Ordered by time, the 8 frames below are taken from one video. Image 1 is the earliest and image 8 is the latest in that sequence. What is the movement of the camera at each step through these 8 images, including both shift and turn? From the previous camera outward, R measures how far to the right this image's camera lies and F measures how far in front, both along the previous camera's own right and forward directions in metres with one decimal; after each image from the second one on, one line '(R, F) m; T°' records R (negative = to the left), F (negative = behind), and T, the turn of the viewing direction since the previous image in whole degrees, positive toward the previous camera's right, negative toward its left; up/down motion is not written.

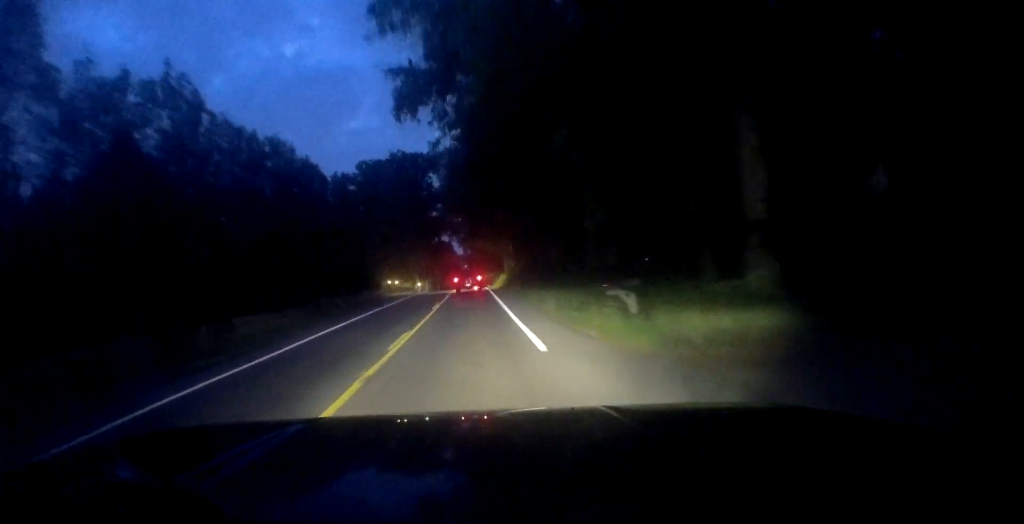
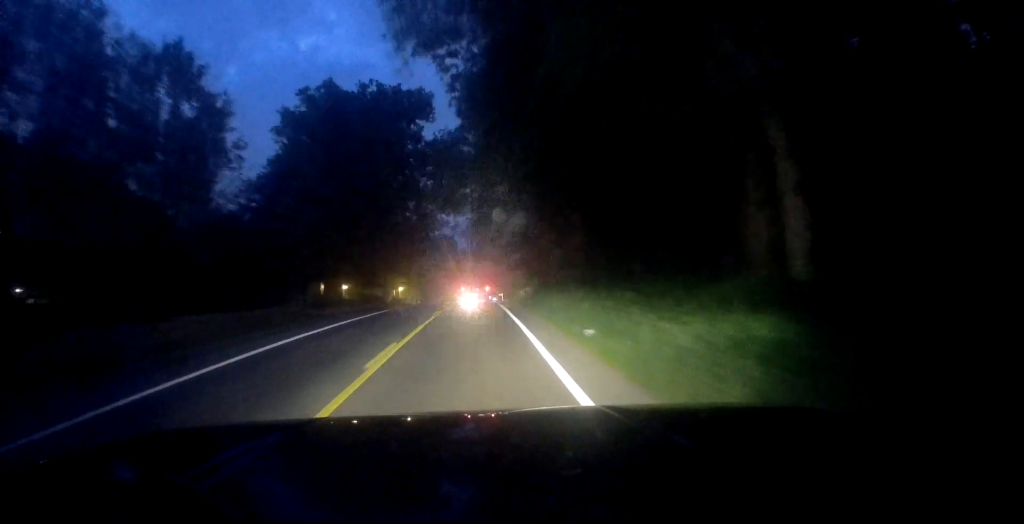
(-2.0, +33.0) m; -2°
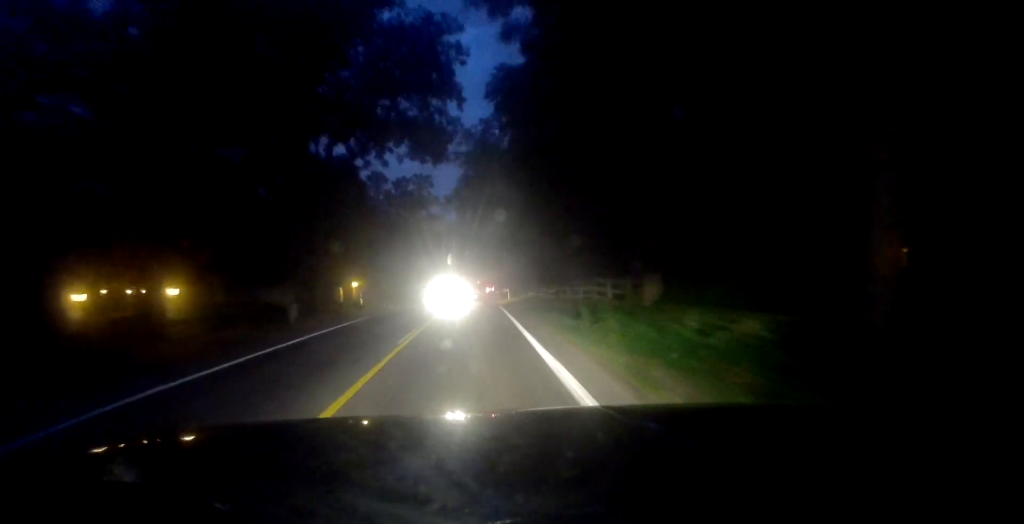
(+1.7, +26.1) m; +3°
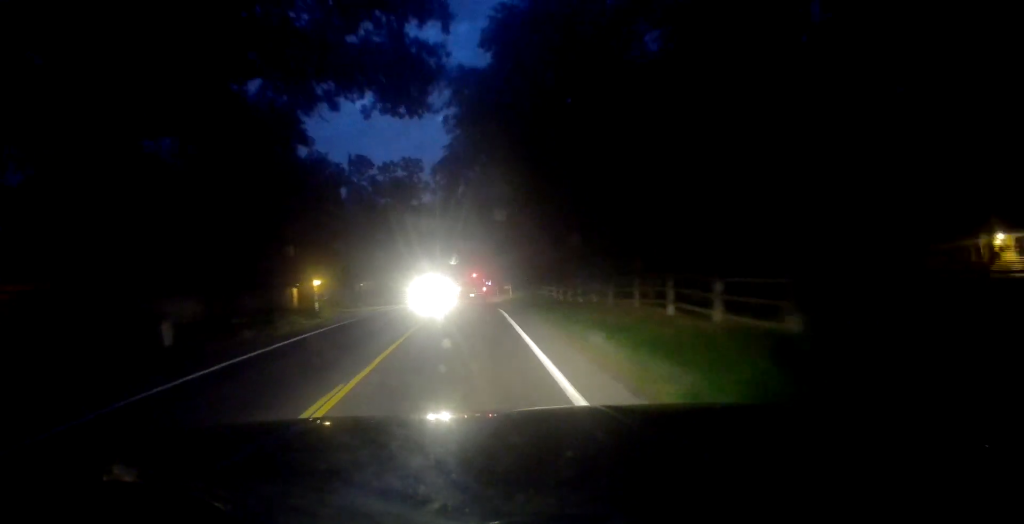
(-0.1, +10.6) m; -2°
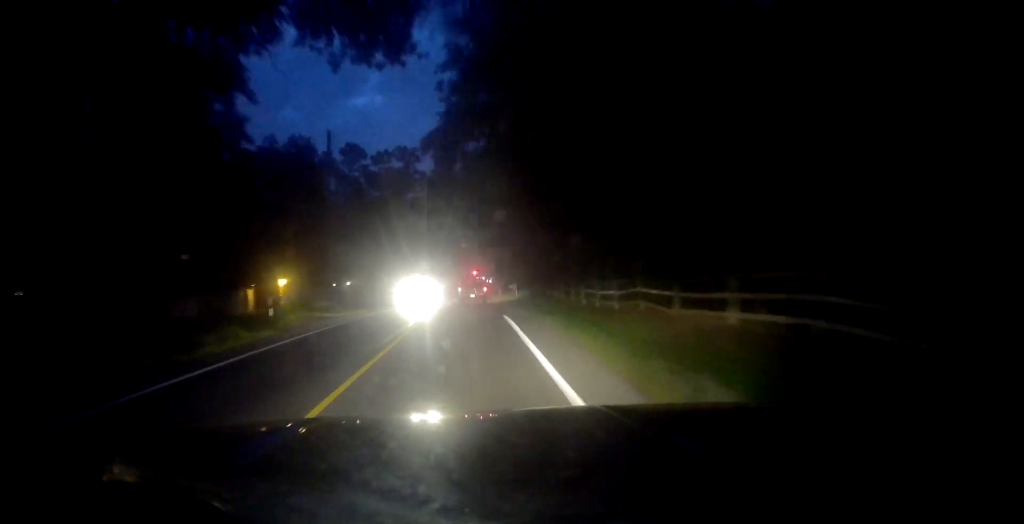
(-0.3, +6.8) m; -1°
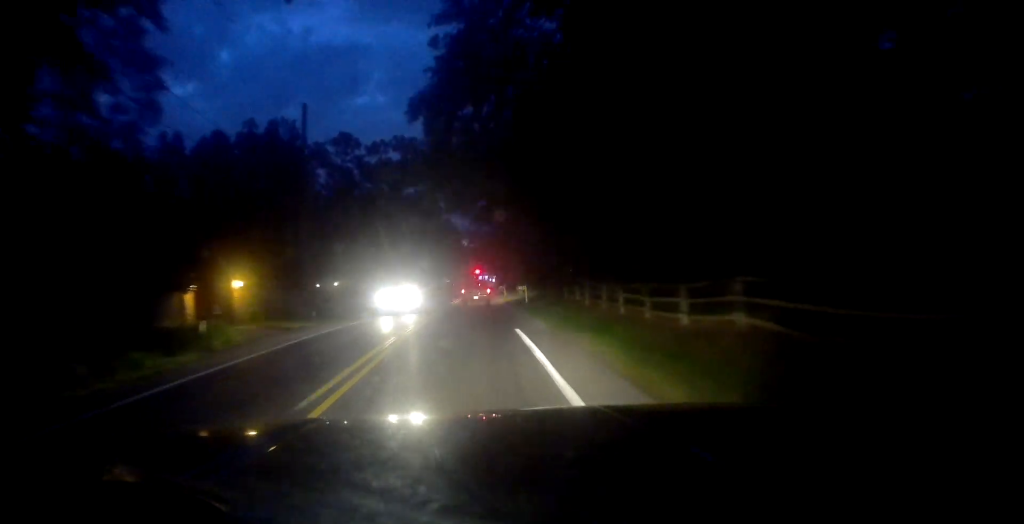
(-0.1, +6.3) m; -1°
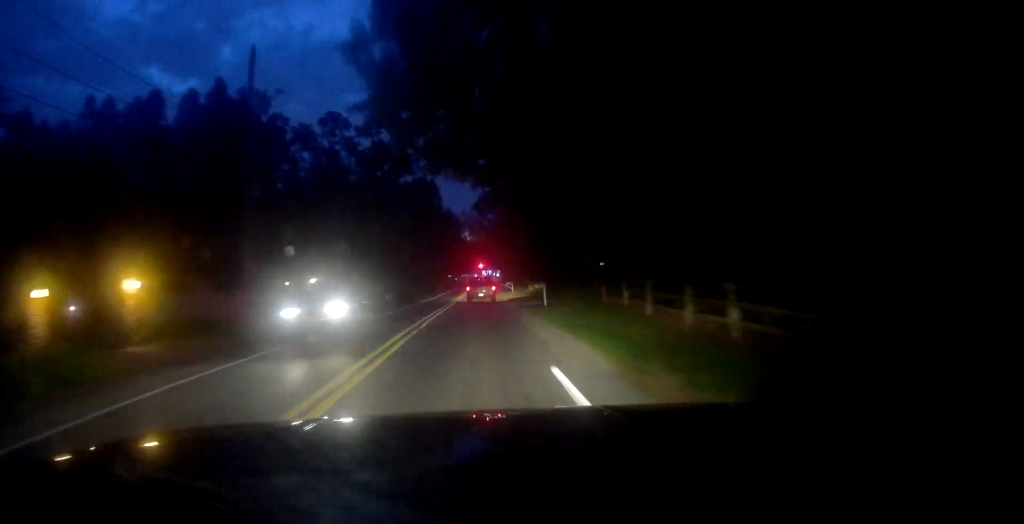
(0.0, +8.5) m; 0°
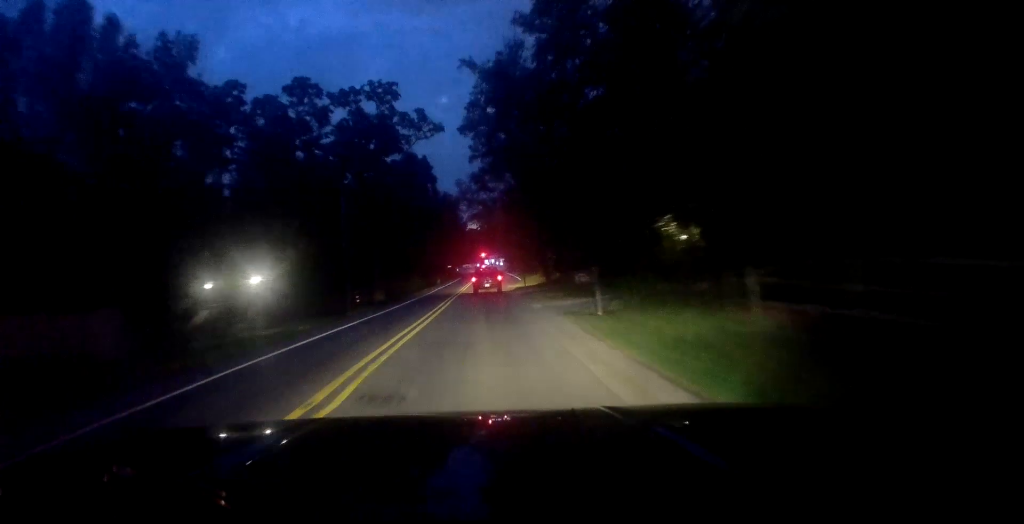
(0.0, +12.3) m; +1°
